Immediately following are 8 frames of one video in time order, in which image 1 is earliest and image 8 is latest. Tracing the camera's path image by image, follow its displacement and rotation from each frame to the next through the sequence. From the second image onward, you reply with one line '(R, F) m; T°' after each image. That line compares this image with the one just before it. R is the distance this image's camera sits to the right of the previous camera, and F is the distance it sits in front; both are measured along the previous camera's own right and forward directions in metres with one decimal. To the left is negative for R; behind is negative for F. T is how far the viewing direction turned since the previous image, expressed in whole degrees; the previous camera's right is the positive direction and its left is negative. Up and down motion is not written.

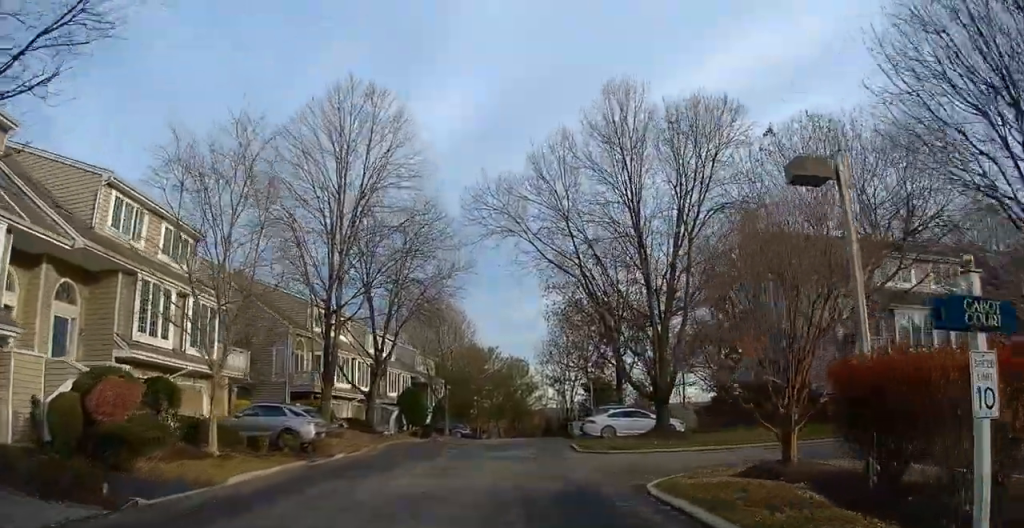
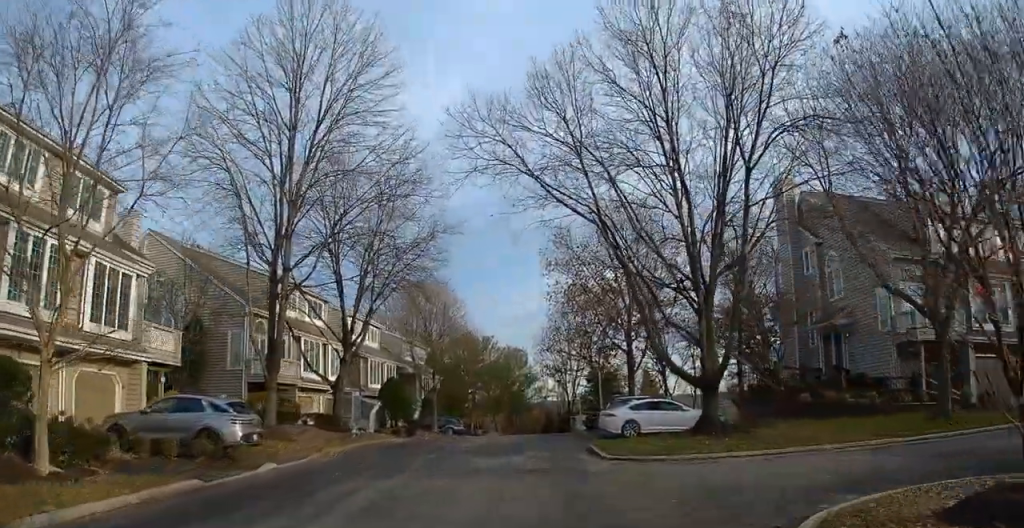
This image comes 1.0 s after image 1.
(-0.1, +5.9) m; -2°
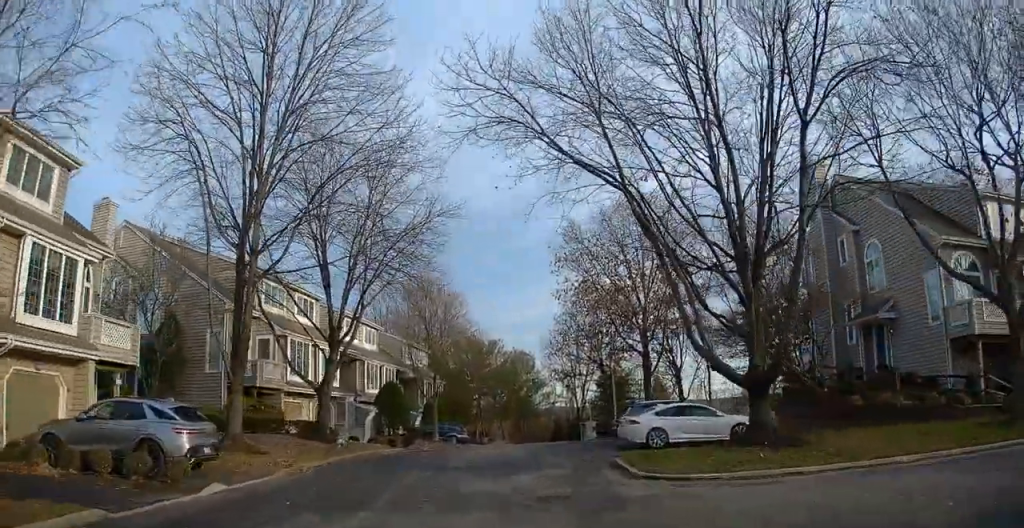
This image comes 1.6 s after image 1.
(-0.1, +3.2) m; 0°
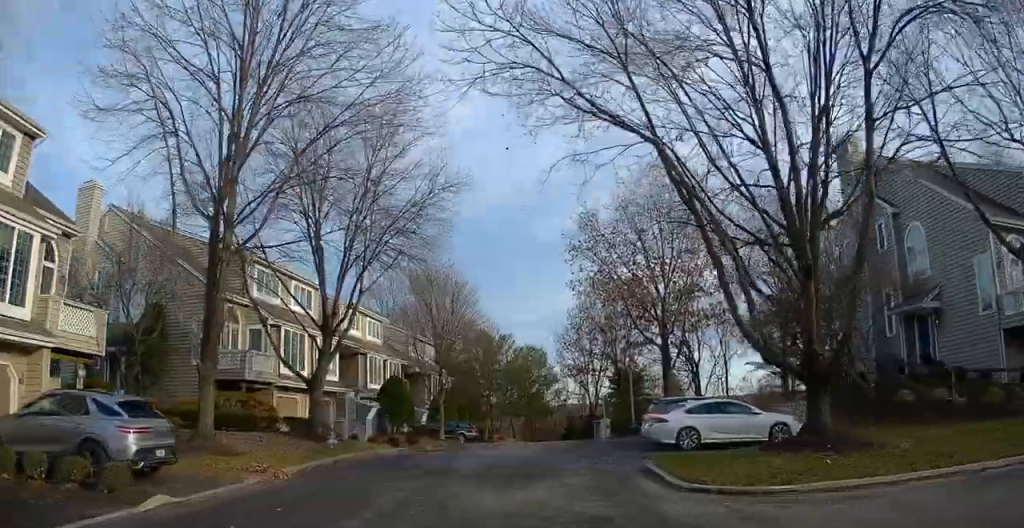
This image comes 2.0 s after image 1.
(+0.1, +2.4) m; +1°
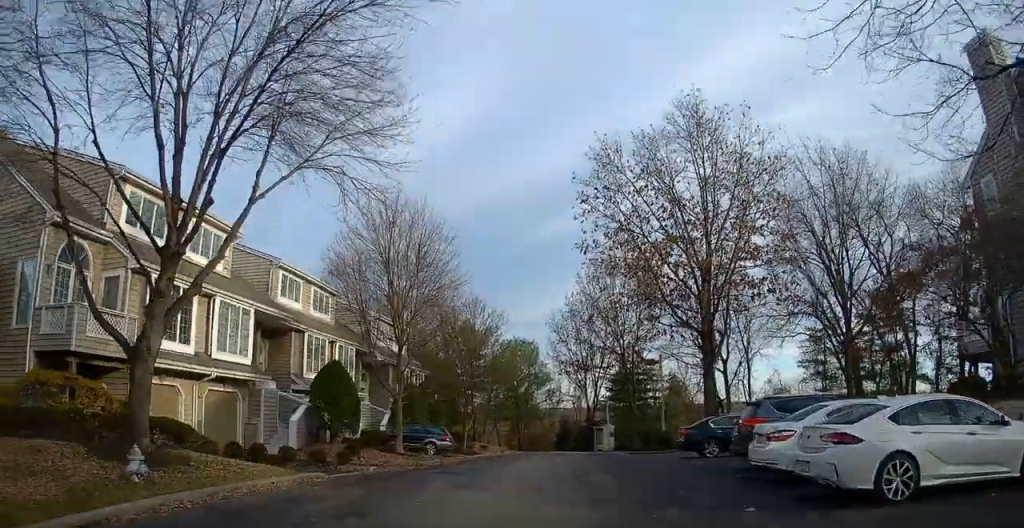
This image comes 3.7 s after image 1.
(+0.3, +10.8) m; +2°
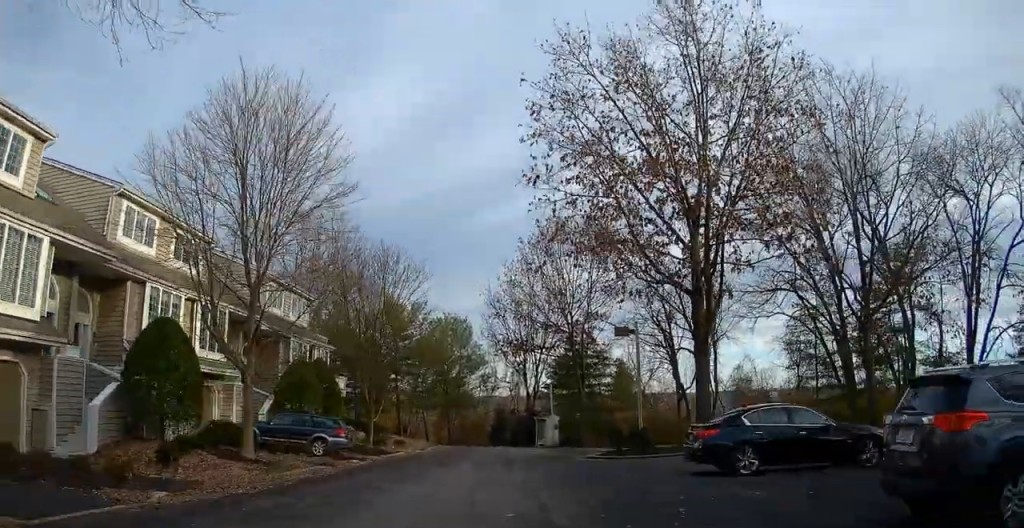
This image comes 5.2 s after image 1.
(0.0, +8.8) m; 0°
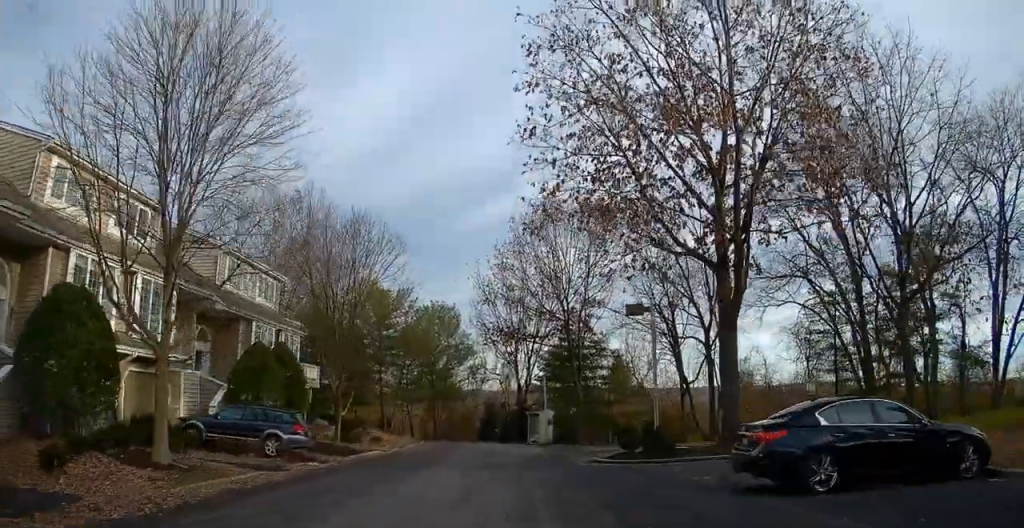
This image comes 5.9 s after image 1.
(0.0, +4.0) m; +1°
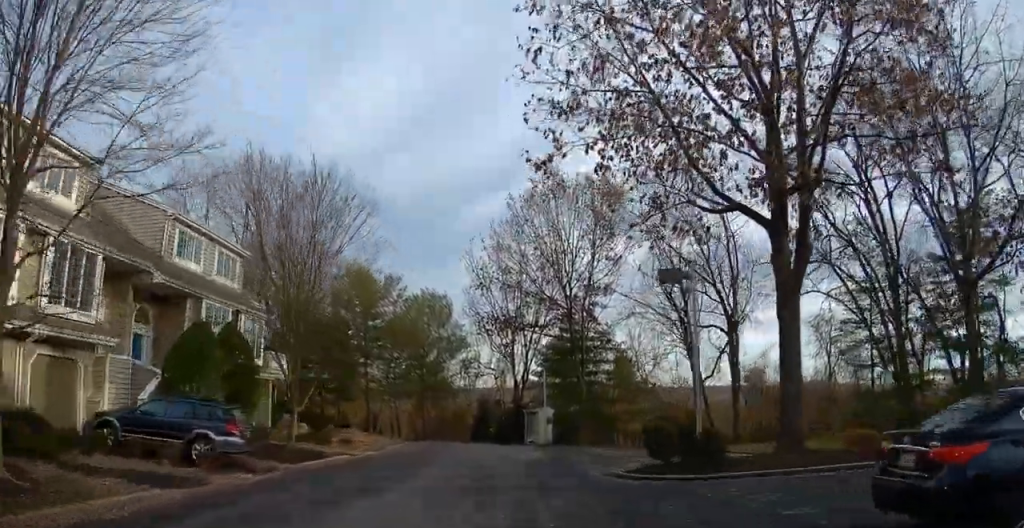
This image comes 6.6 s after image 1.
(0.0, +4.7) m; +1°
